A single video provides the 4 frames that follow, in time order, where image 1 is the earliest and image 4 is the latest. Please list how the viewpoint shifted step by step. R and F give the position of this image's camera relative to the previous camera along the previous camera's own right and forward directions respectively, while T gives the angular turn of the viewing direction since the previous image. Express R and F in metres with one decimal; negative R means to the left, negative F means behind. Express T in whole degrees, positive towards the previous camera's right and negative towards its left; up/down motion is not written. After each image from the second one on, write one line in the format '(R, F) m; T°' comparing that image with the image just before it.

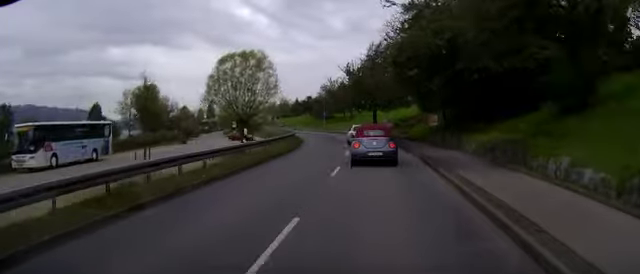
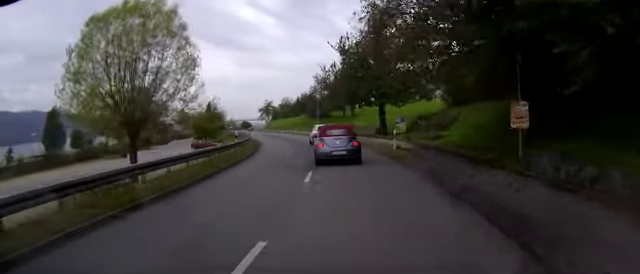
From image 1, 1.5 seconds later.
(-0.5, +19.8) m; -4°
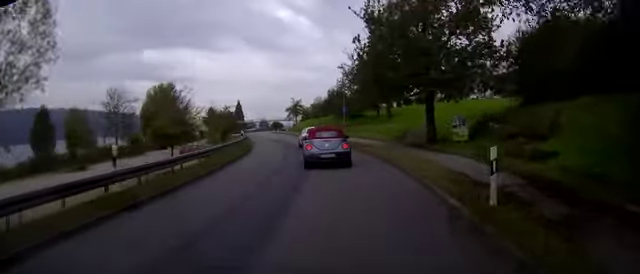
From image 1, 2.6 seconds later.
(-0.6, +13.9) m; -6°
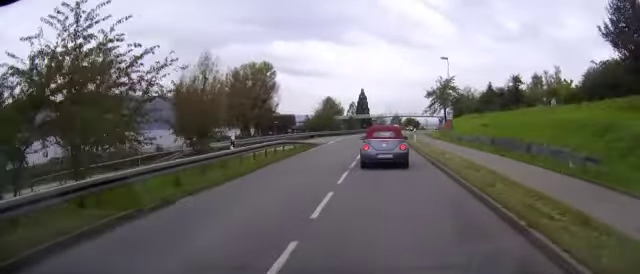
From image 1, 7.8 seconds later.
(-10.5, +65.9) m; -12°
